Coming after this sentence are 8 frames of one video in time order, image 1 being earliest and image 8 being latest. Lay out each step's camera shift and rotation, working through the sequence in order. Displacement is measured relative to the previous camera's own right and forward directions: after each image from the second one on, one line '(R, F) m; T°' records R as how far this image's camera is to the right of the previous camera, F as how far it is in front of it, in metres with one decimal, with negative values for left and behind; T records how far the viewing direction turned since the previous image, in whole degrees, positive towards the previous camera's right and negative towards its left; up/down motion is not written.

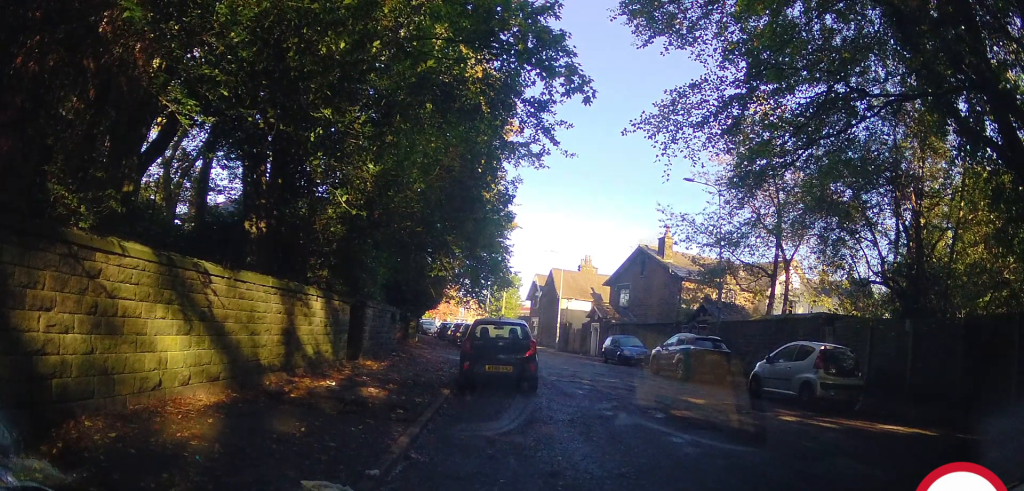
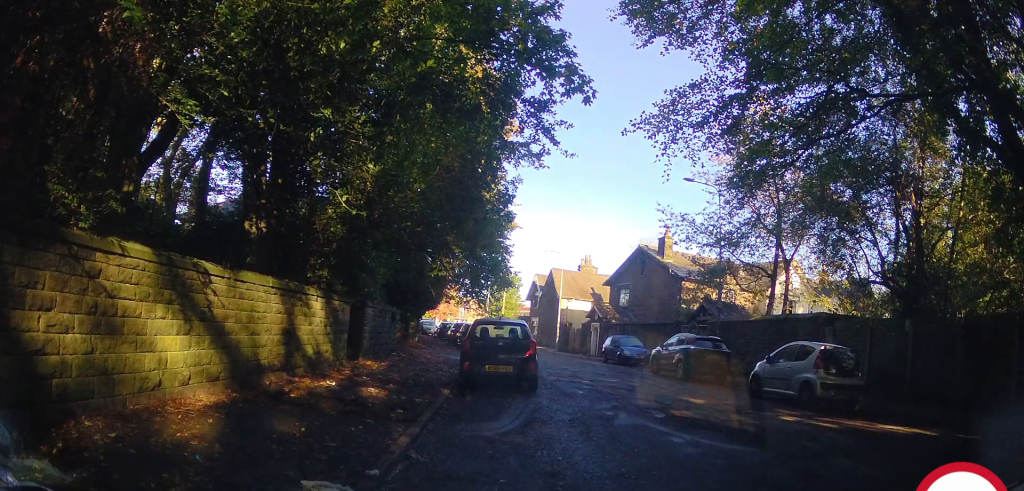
(0.0, 0.0) m; 0°
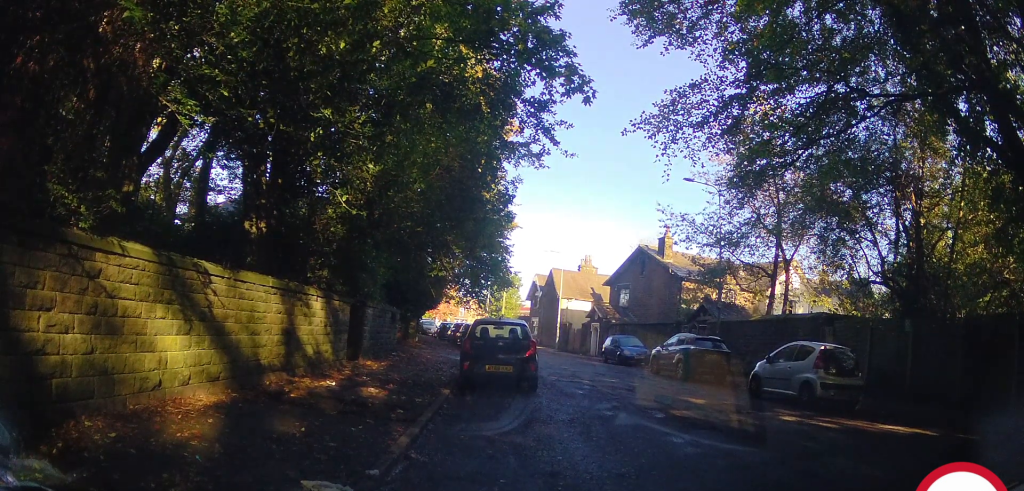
(0.0, +0.3) m; 0°
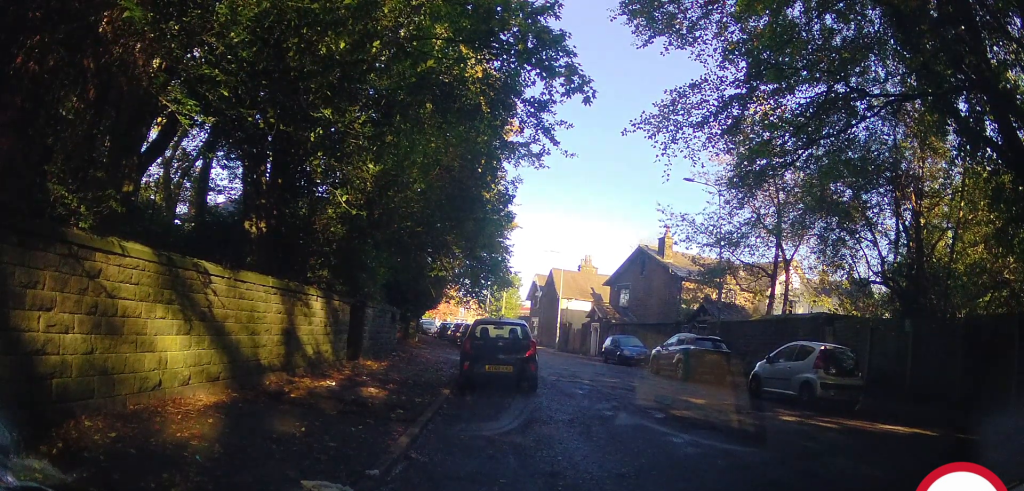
(0.0, 0.0) m; 0°
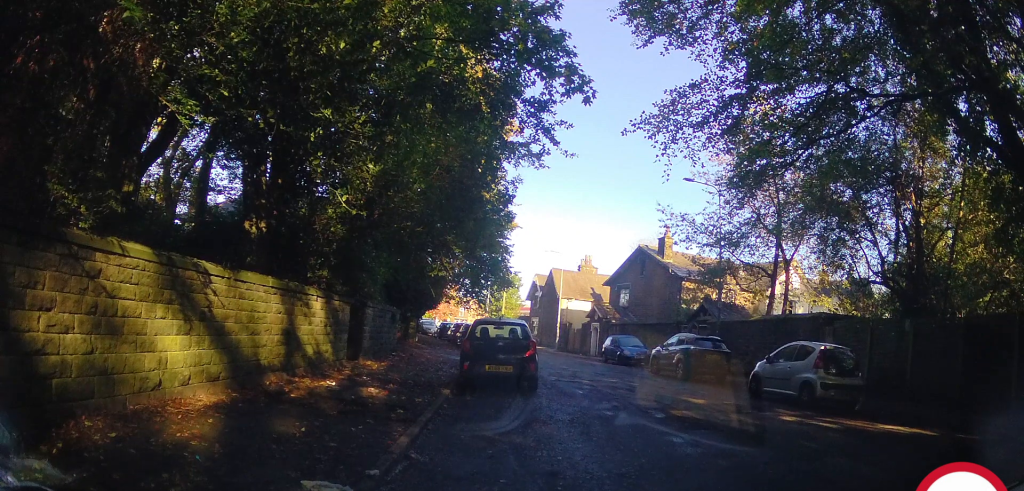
(0.0, +0.3) m; 0°
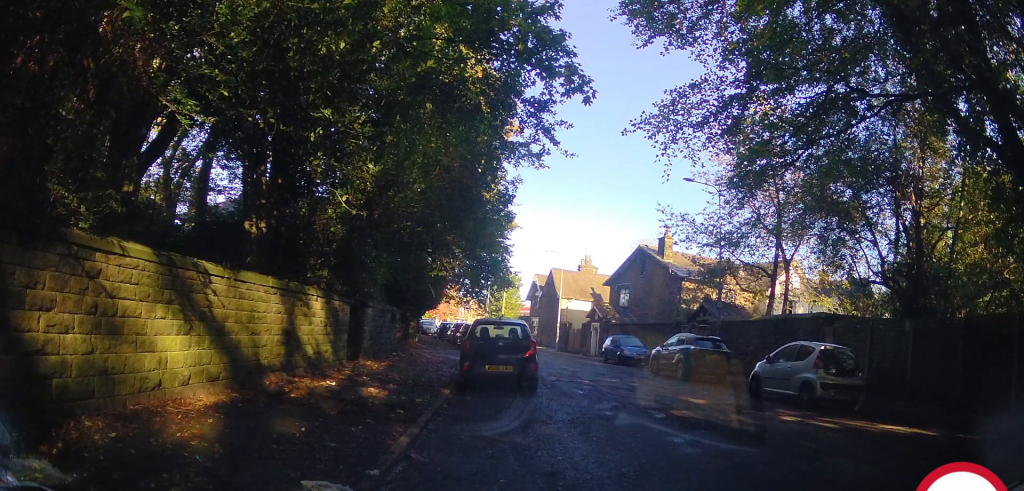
(0.0, +0.3) m; 0°
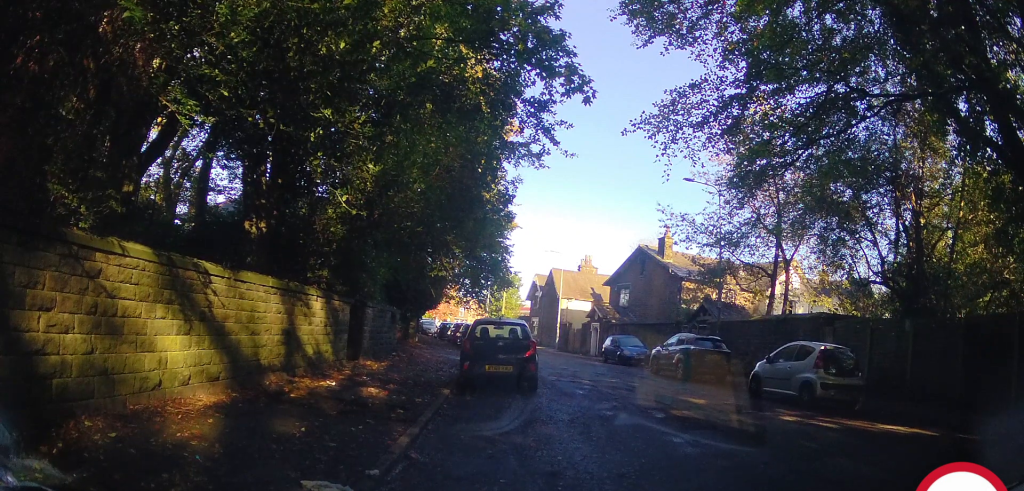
(0.0, 0.0) m; 0°
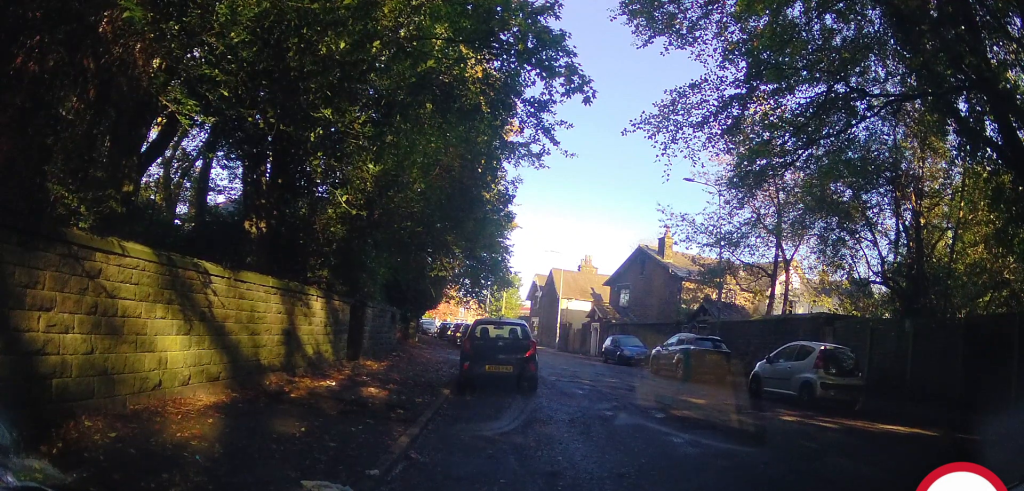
(0.0, +0.3) m; 0°
